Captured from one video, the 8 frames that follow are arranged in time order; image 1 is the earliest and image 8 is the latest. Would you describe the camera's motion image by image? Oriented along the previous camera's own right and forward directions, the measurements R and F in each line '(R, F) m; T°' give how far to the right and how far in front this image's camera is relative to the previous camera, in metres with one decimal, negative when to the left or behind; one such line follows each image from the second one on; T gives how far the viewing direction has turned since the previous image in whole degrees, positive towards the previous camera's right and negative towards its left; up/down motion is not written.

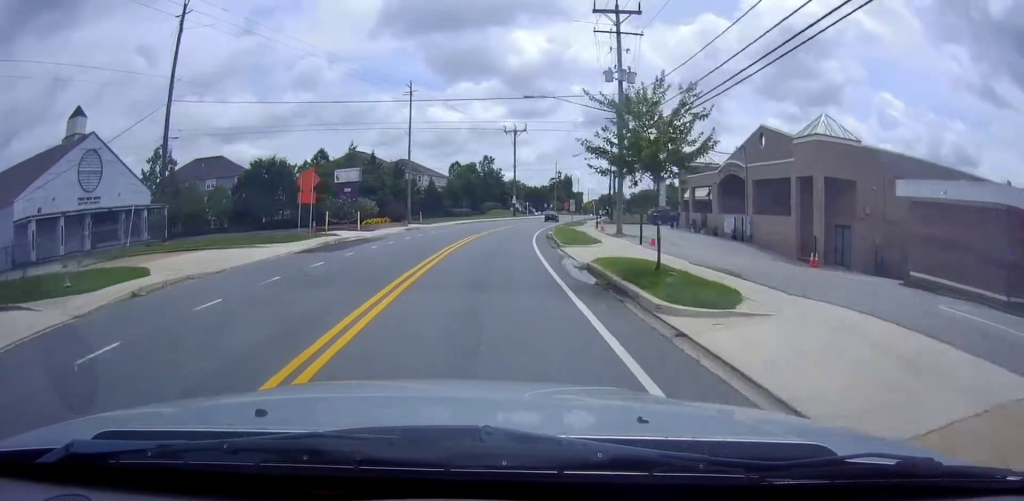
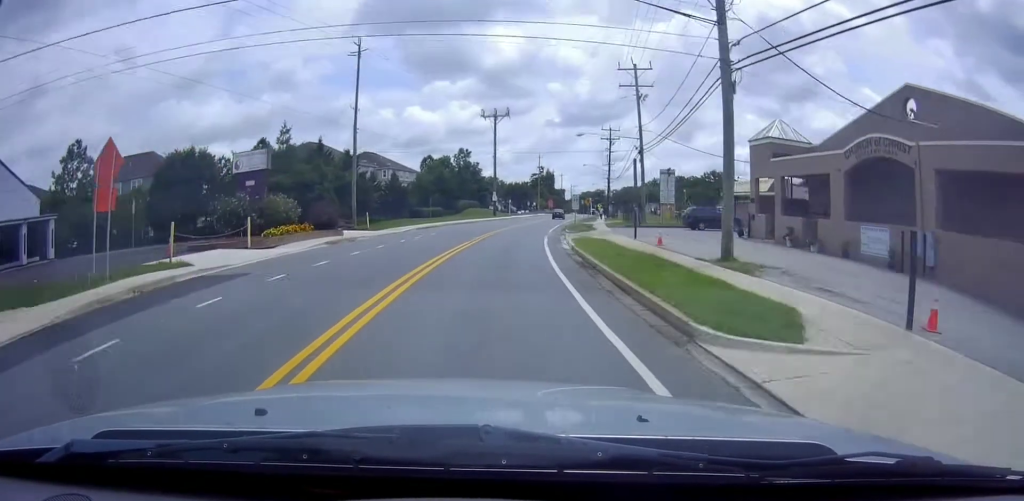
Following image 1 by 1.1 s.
(+0.2, +18.8) m; +3°
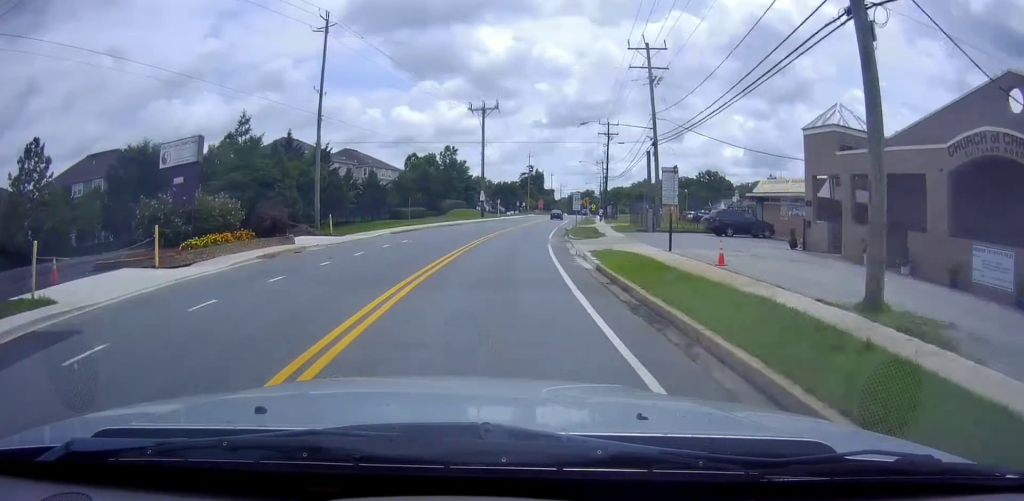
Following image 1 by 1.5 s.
(+0.2, +7.6) m; +1°
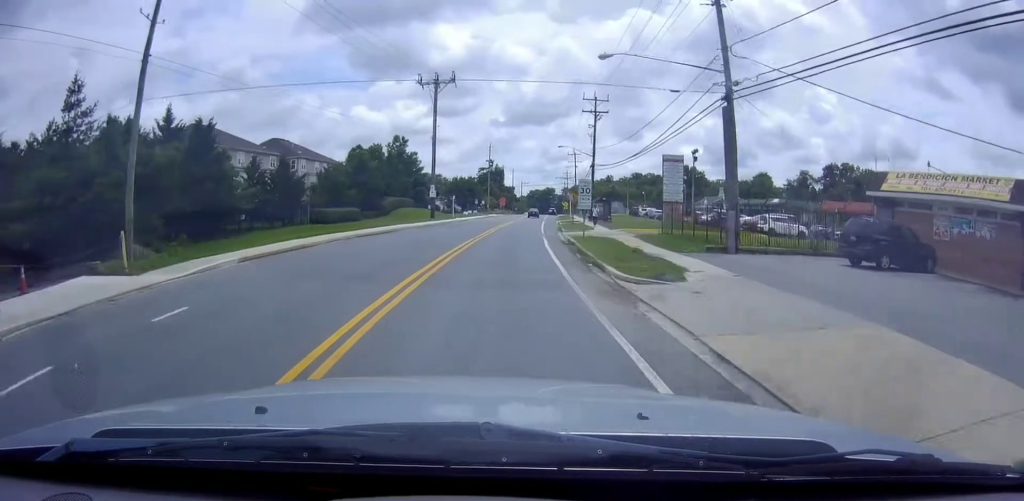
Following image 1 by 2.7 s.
(+0.4, +19.8) m; +1°
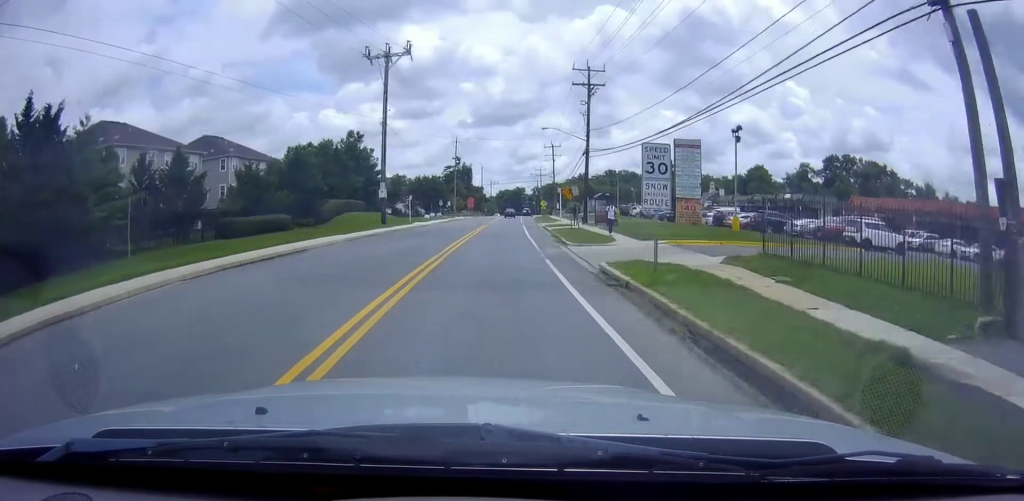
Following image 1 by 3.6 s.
(0.0, +15.2) m; +3°
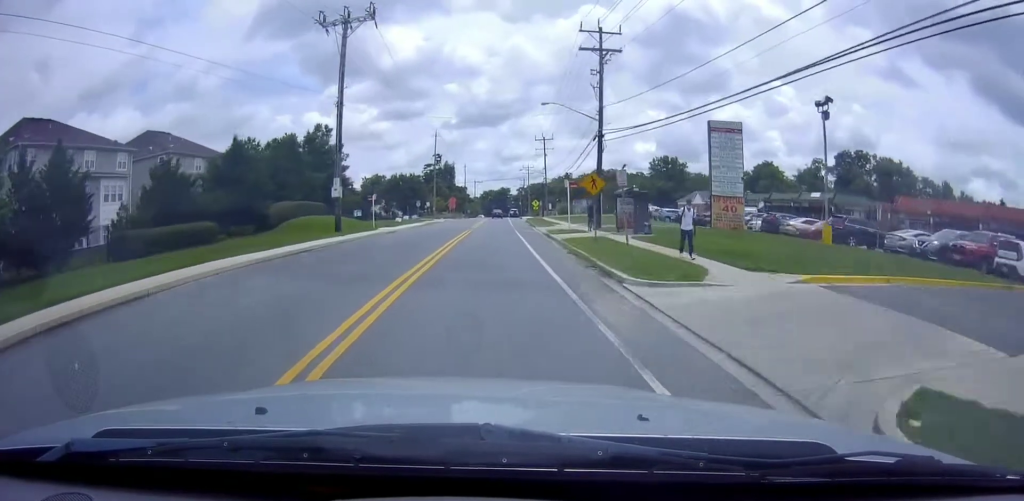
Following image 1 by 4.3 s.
(+0.5, +12.6) m; +3°
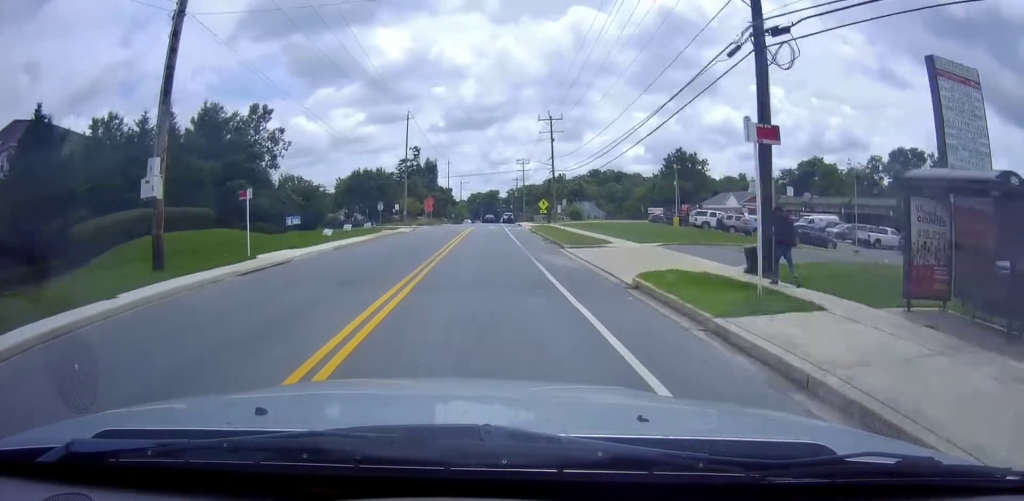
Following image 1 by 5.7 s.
(+1.0, +25.7) m; +3°
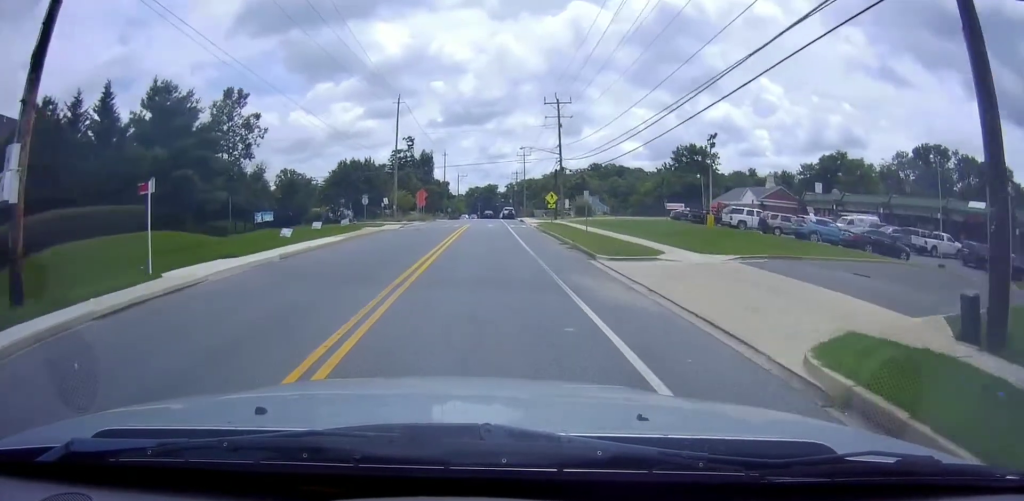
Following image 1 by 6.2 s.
(+0.1, +8.7) m; 0°
